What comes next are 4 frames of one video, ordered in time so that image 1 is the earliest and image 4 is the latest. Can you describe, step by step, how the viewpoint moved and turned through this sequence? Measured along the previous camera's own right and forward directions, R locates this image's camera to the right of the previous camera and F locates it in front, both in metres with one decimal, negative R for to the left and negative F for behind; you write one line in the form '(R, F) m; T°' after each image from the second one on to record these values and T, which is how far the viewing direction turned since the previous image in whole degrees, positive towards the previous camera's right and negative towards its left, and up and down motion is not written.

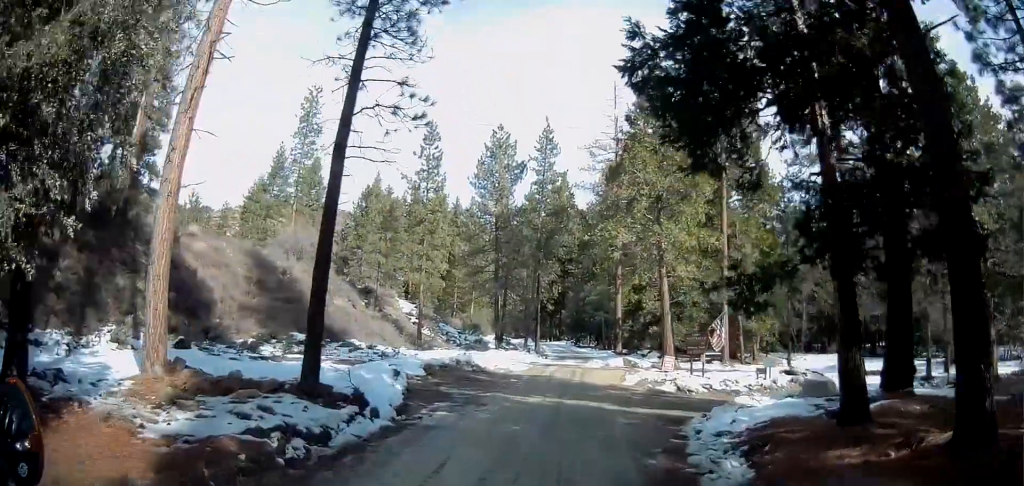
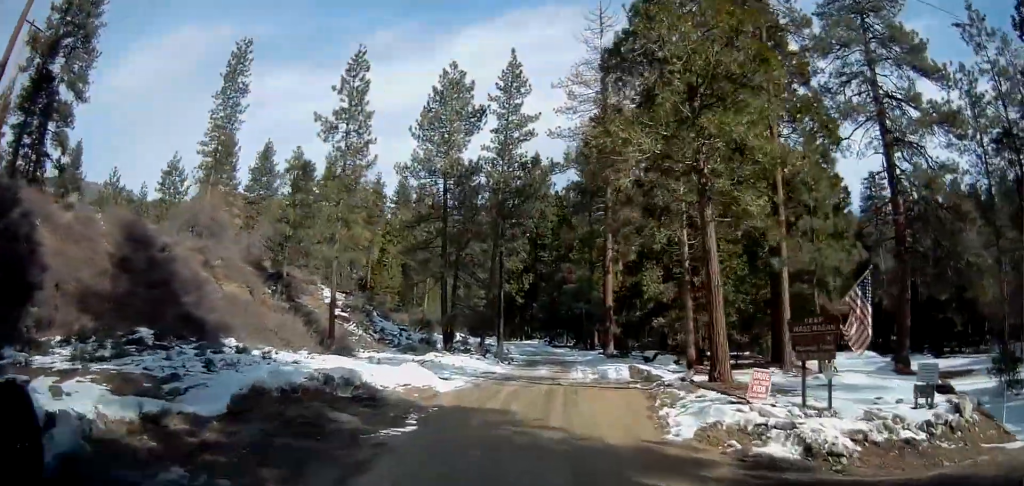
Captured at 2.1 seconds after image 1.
(+0.8, +13.9) m; +5°
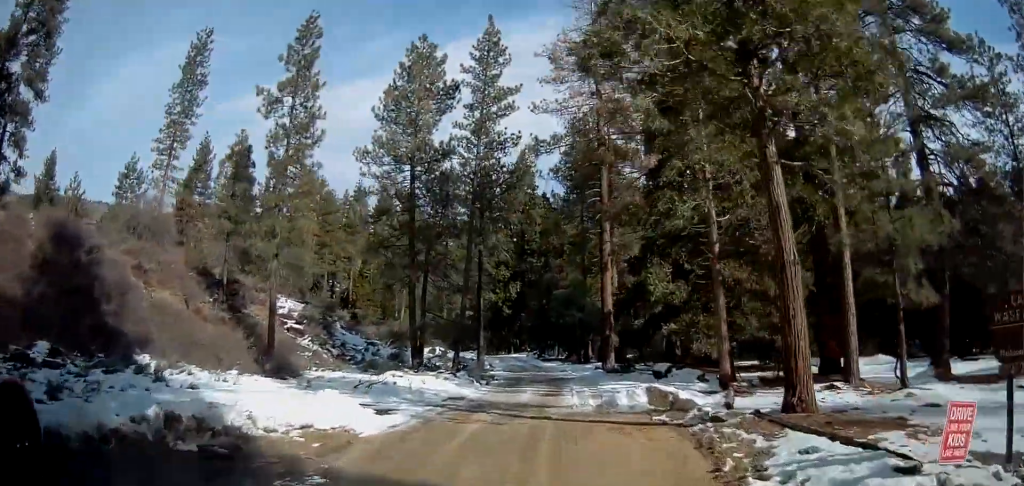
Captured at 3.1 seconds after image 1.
(0.0, +6.9) m; -1°
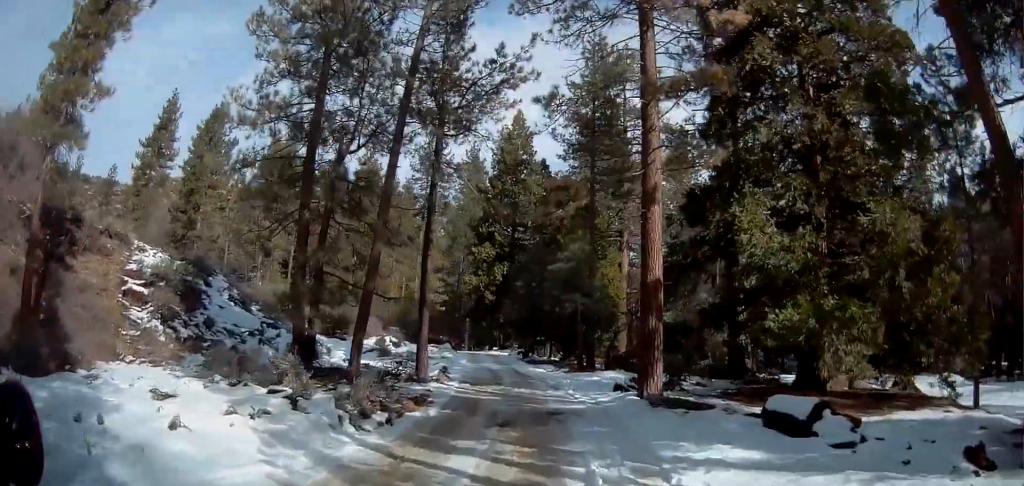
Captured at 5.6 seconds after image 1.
(0.0, +15.9) m; +1°
